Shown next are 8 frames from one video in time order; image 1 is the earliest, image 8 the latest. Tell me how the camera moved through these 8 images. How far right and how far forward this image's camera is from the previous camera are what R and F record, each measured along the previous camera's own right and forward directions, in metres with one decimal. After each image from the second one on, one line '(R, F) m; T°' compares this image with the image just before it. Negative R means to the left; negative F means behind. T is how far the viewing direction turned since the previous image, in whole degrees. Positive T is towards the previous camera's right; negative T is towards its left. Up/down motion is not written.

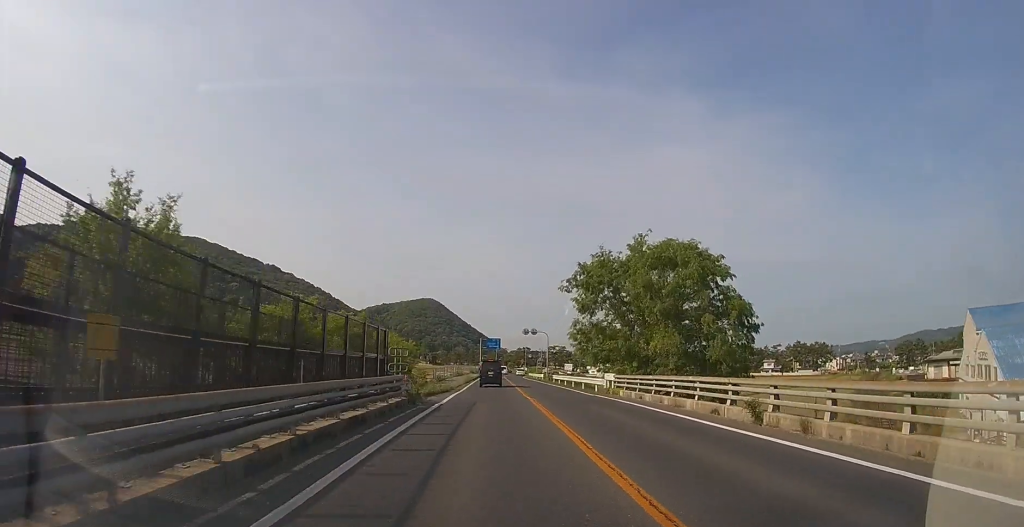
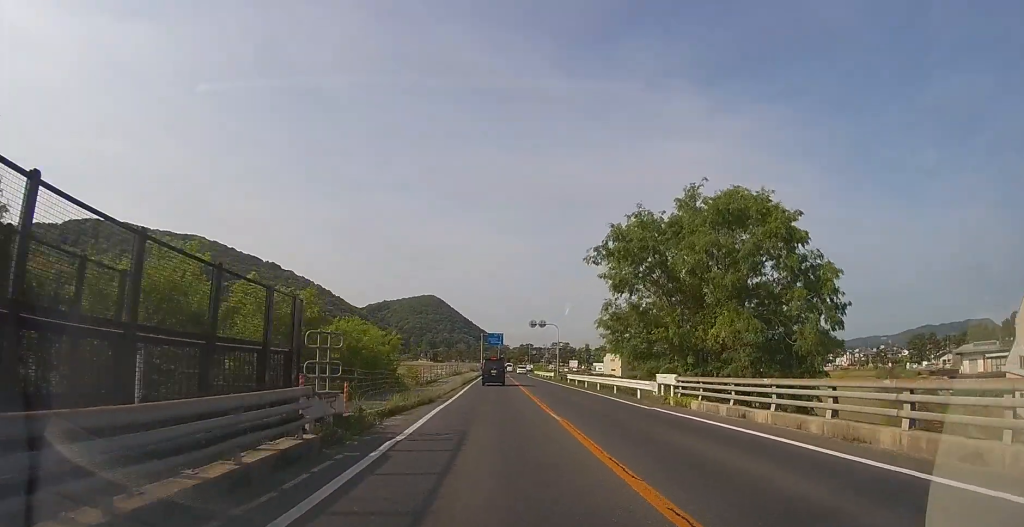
(0.0, +8.1) m; 0°
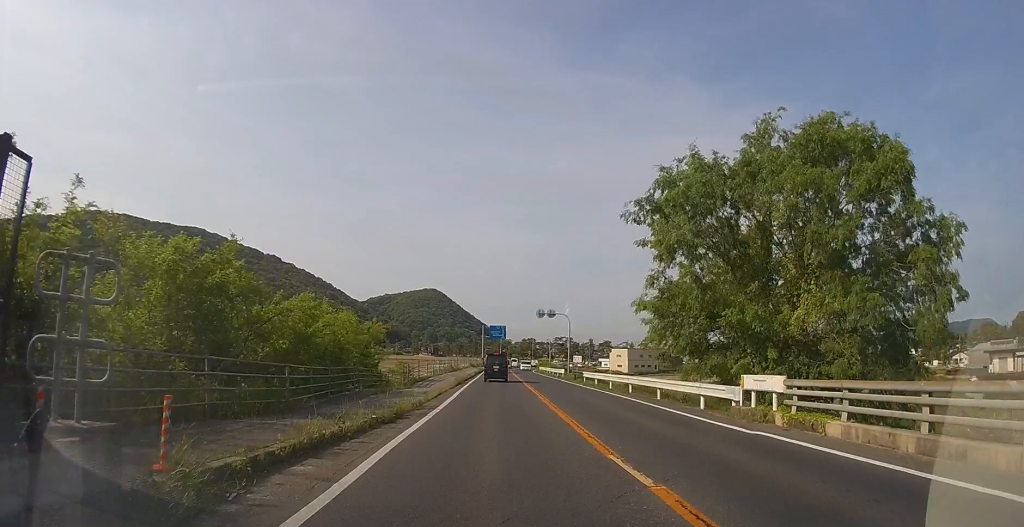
(0.0, +6.4) m; 0°
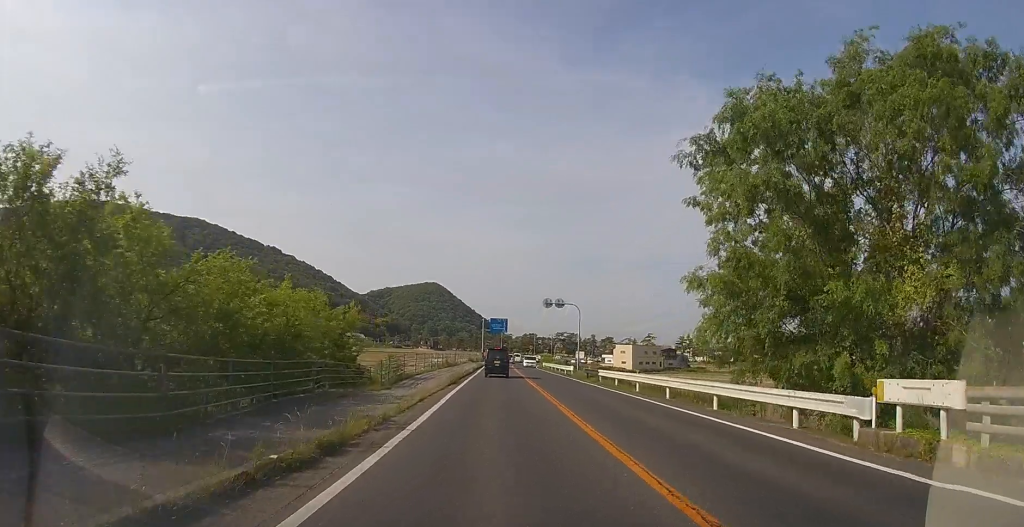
(0.0, +4.8) m; 0°
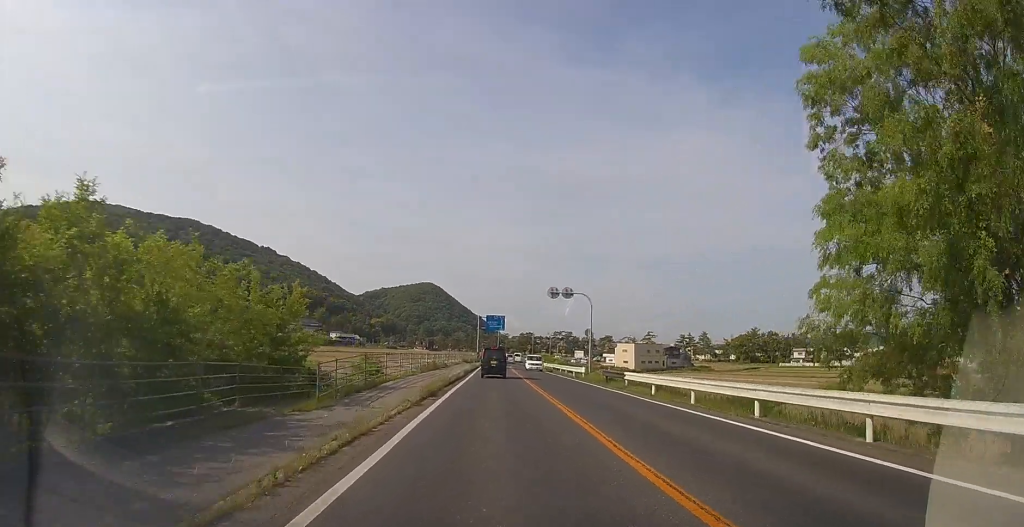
(0.0, +6.5) m; 0°
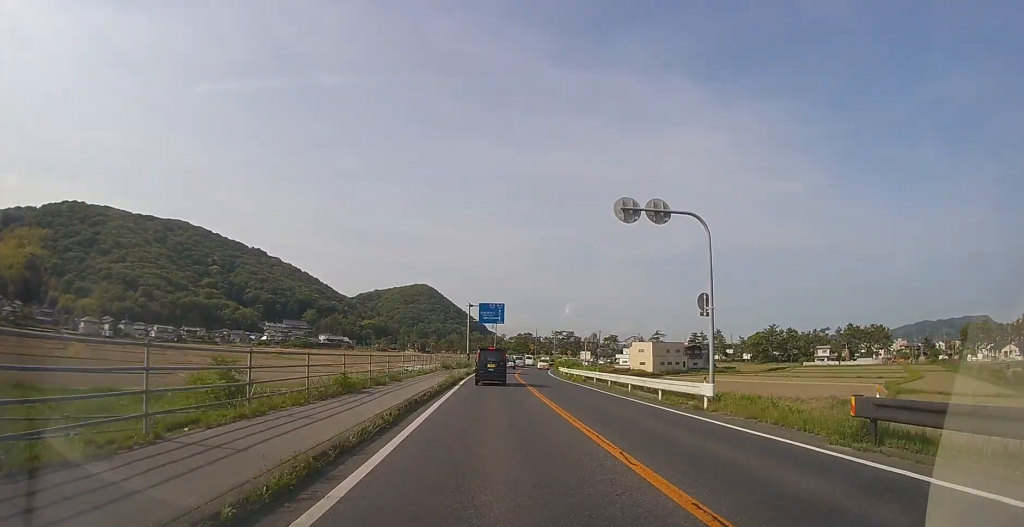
(+0.2, +20.1) m; +1°
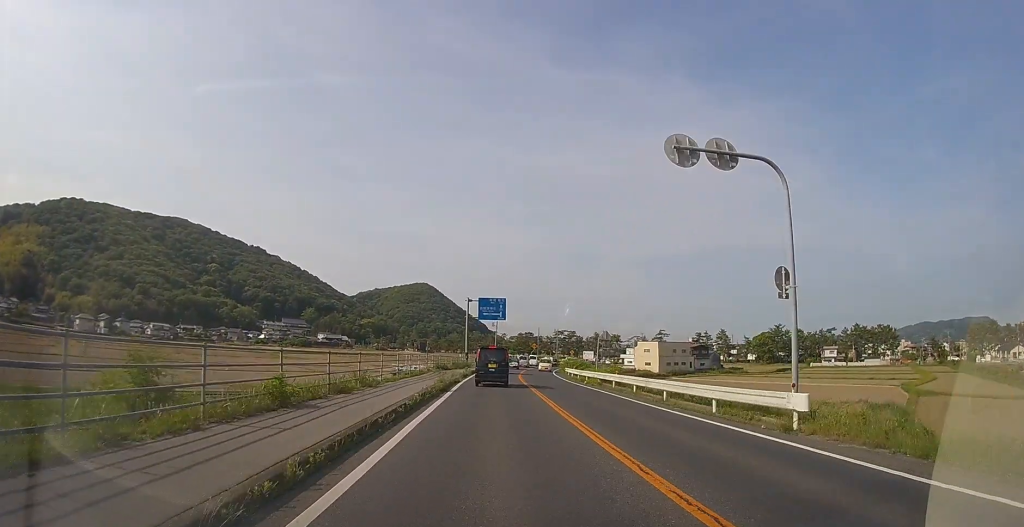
(0.0, +4.7) m; 0°
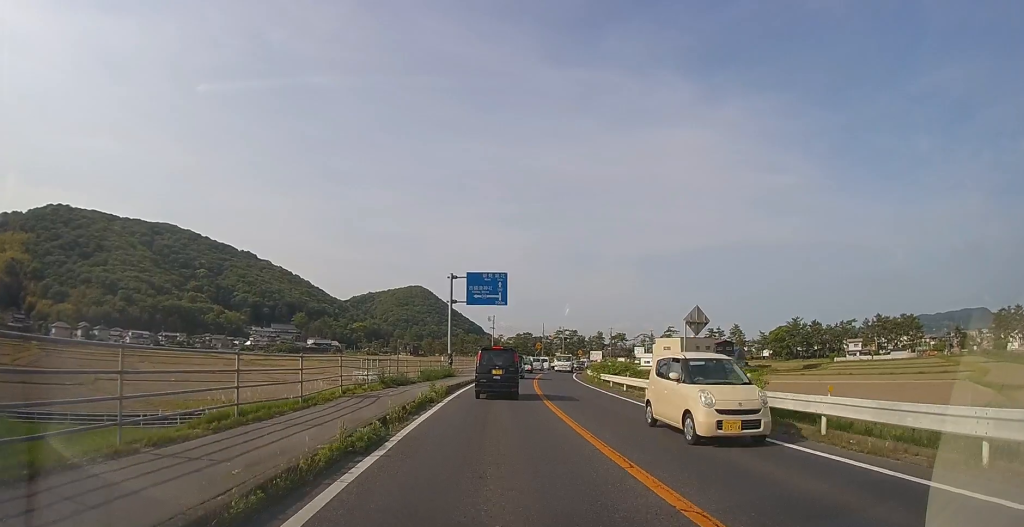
(0.0, +17.5) m; 0°
